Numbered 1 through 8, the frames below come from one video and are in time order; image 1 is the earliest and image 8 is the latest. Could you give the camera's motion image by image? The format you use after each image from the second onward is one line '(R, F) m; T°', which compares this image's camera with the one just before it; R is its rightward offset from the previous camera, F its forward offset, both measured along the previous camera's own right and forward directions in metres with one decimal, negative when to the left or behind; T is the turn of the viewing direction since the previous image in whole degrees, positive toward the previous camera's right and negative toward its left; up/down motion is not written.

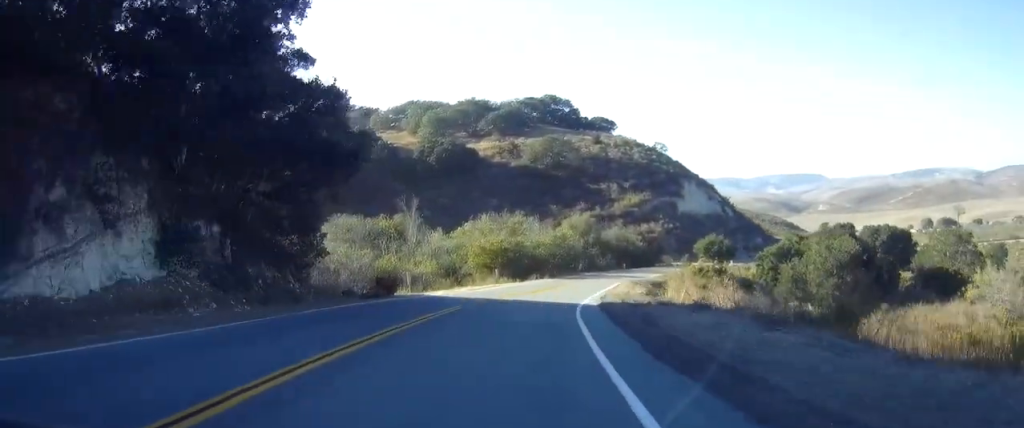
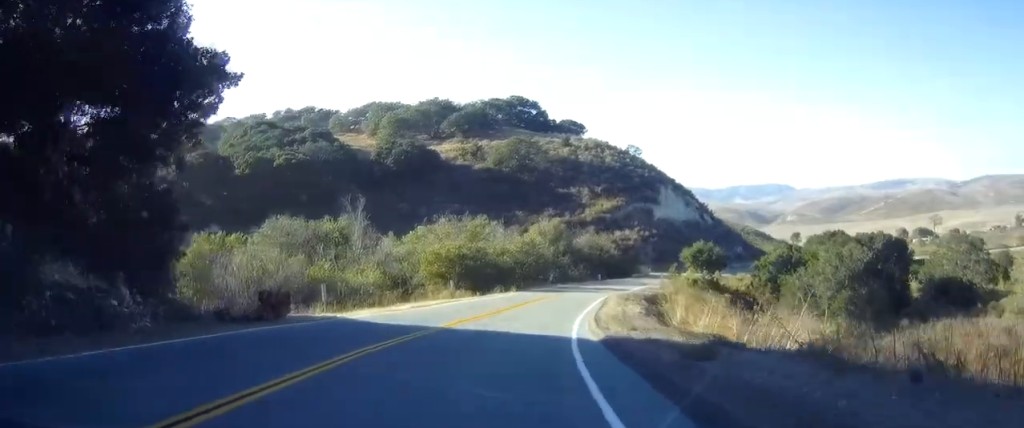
(+0.3, +10.3) m; +3°
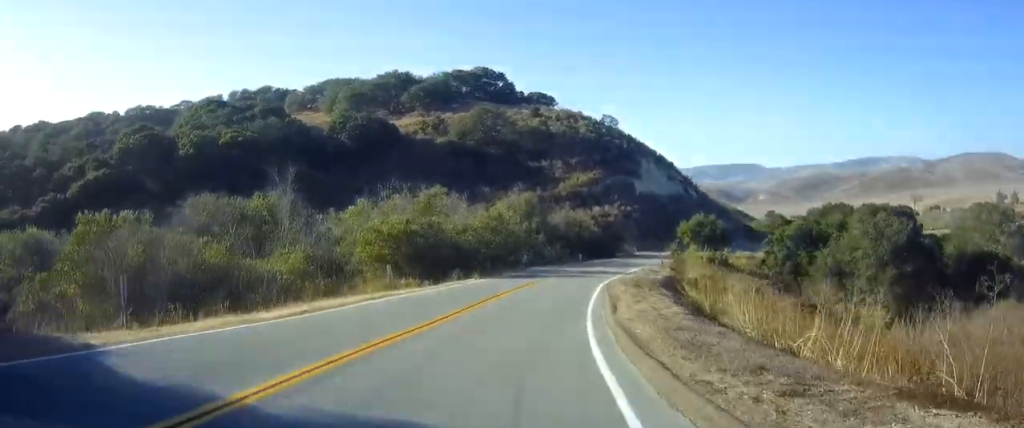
(+0.5, +12.5) m; +3°
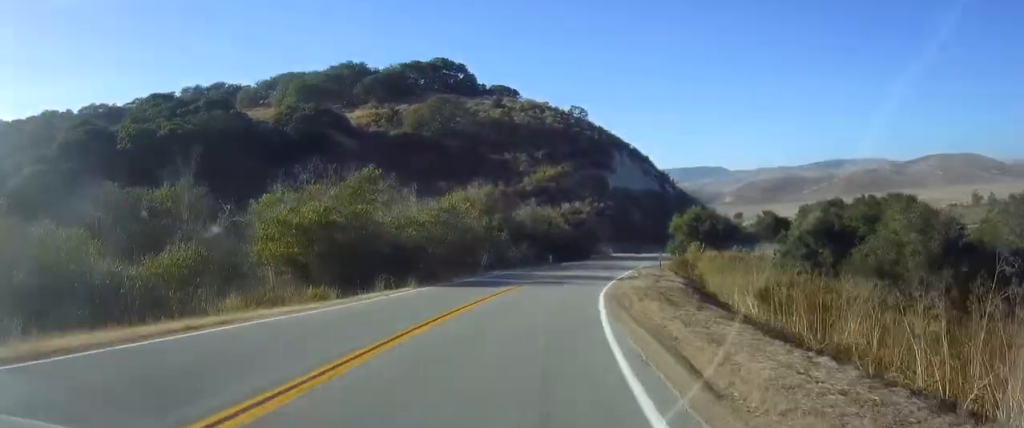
(0.0, +11.4) m; +5°
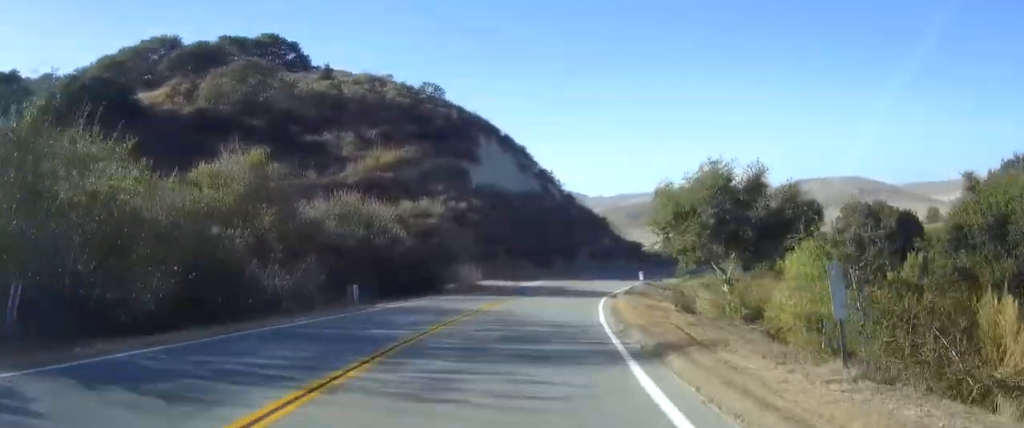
(+4.2, +33.4) m; +10°
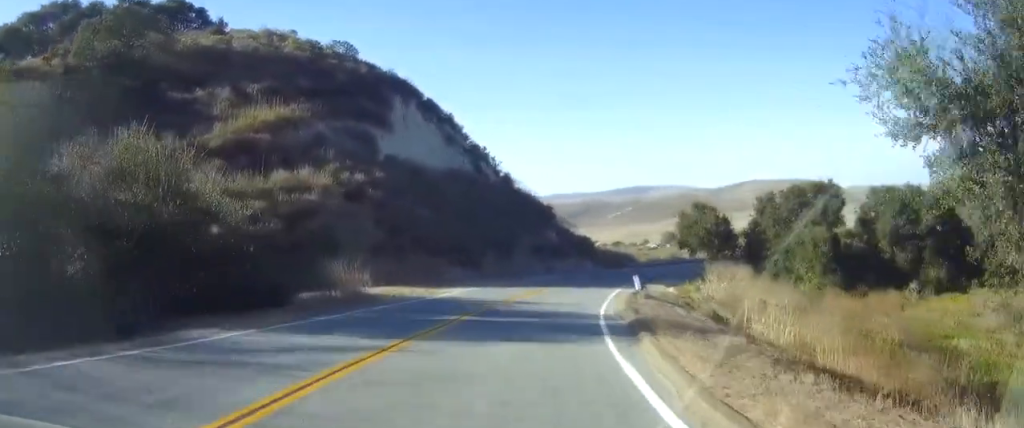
(0.0, +18.2) m; +4°
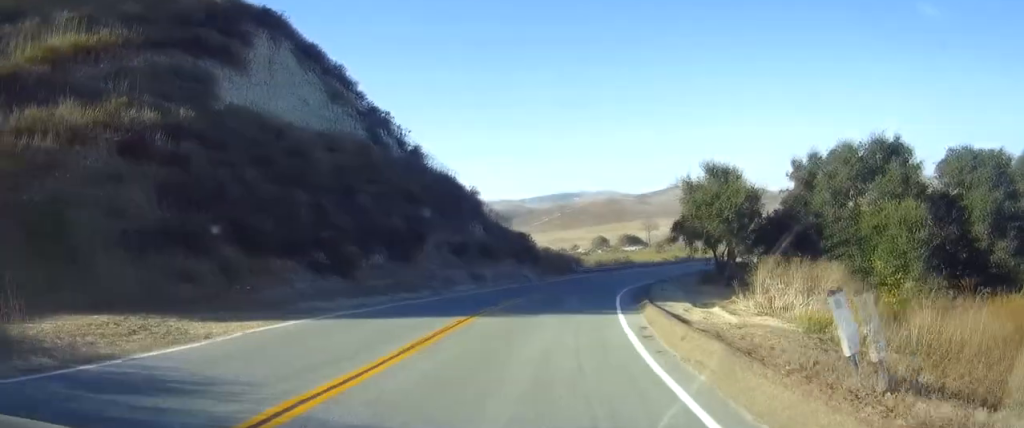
(+1.5, +19.6) m; +9°
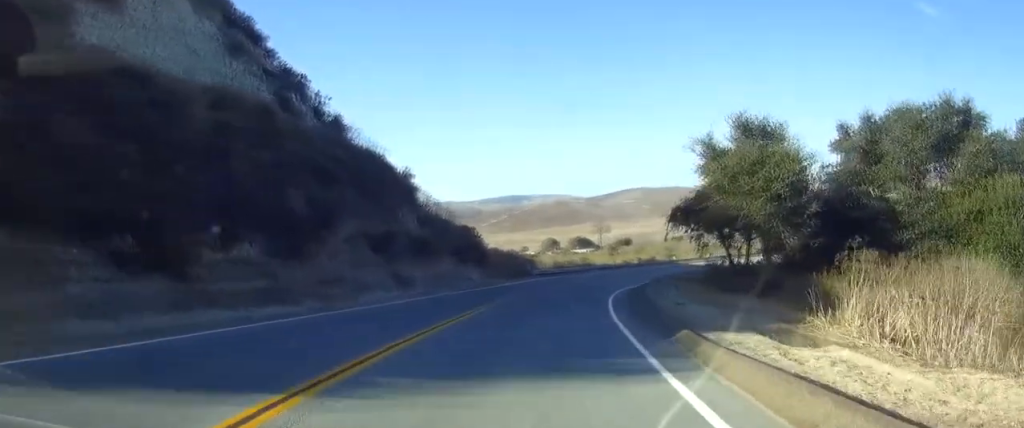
(+0.6, +11.4) m; +3°
